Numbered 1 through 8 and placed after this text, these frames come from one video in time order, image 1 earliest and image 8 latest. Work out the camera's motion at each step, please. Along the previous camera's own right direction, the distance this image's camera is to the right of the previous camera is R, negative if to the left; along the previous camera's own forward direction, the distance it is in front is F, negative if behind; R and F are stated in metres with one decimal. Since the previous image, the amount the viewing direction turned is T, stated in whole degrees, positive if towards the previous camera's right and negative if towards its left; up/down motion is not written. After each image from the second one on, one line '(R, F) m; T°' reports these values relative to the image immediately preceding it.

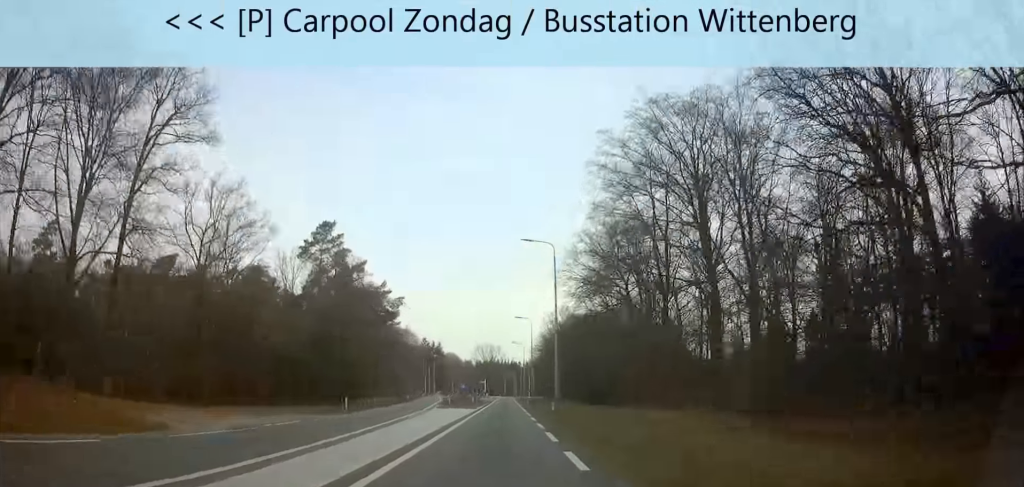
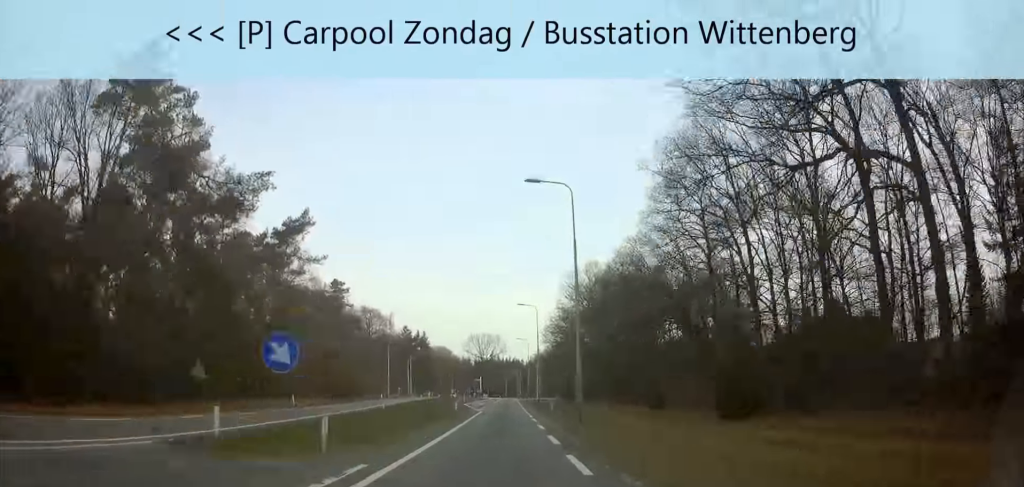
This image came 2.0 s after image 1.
(0.0, +48.1) m; 0°
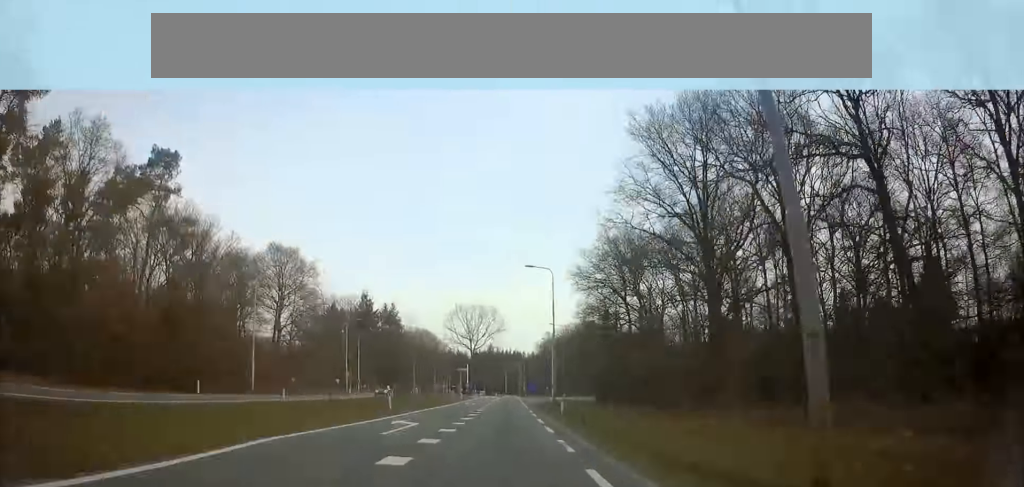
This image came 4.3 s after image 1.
(-0.1, +56.2) m; 0°
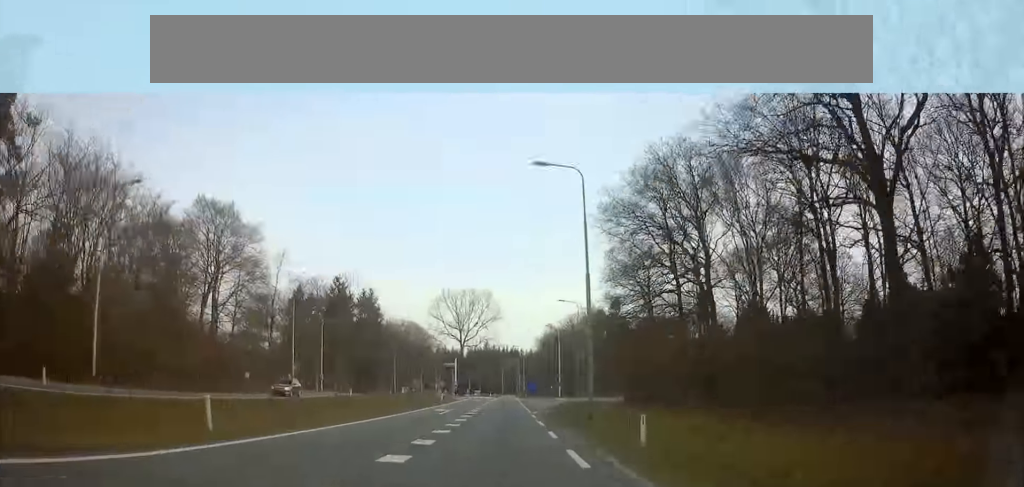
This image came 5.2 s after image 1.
(0.0, +20.9) m; 0°
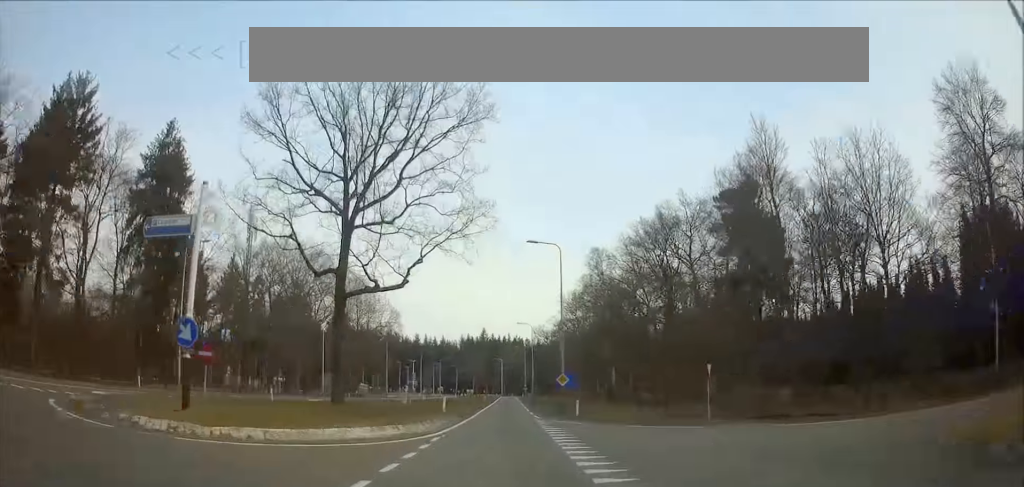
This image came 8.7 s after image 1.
(-0.5, +83.2) m; -1°
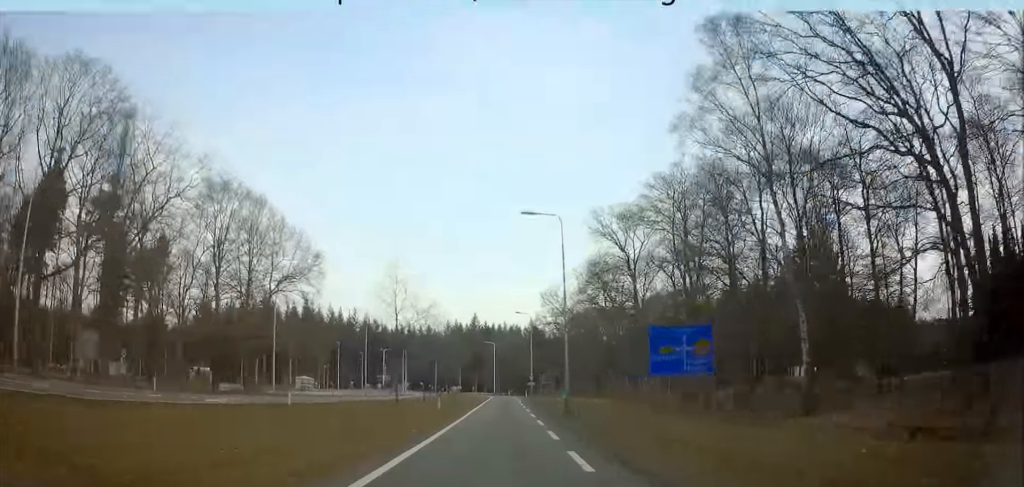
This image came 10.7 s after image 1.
(+0.2, +48.0) m; +1°
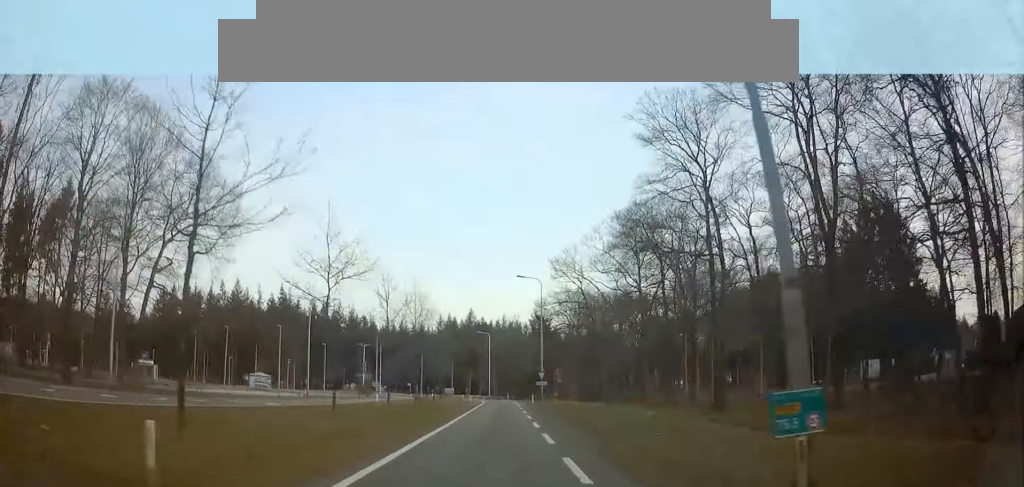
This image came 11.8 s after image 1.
(+0.1, +23.3) m; 0°
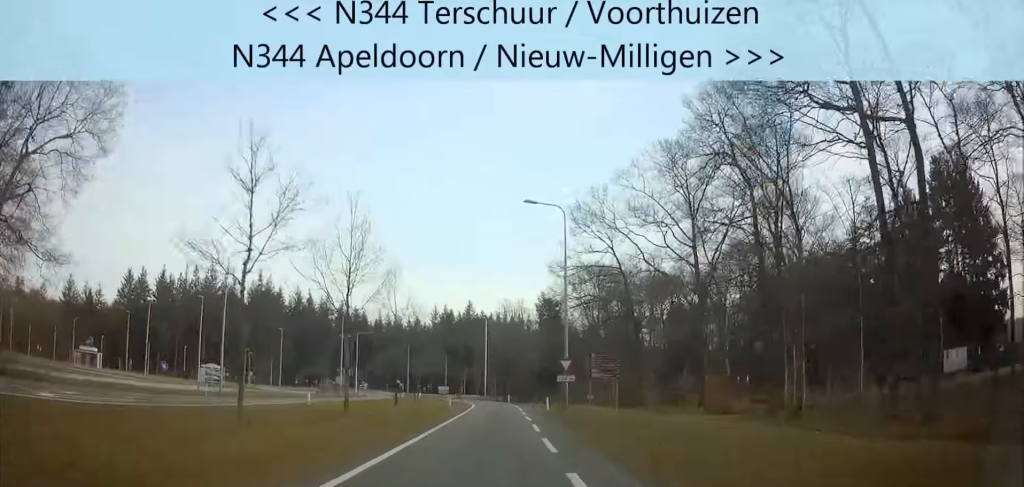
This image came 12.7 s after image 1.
(+0.2, +18.7) m; 0°
